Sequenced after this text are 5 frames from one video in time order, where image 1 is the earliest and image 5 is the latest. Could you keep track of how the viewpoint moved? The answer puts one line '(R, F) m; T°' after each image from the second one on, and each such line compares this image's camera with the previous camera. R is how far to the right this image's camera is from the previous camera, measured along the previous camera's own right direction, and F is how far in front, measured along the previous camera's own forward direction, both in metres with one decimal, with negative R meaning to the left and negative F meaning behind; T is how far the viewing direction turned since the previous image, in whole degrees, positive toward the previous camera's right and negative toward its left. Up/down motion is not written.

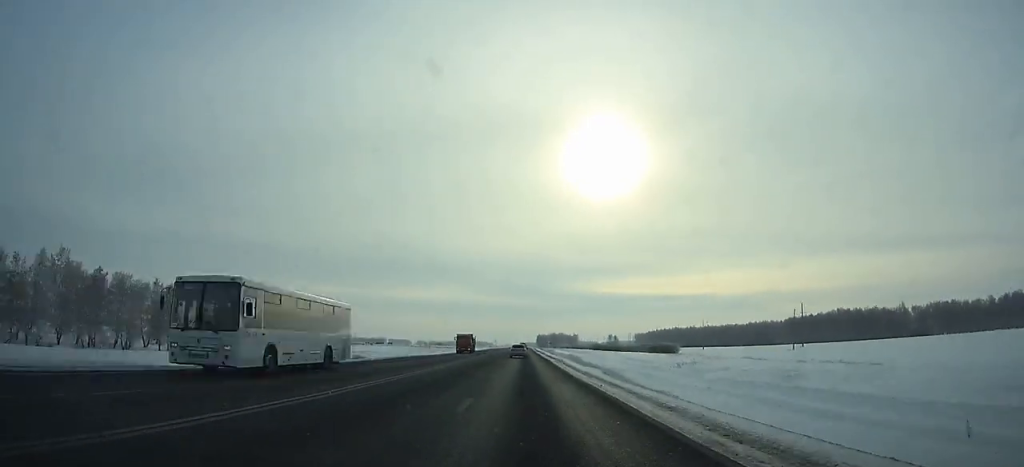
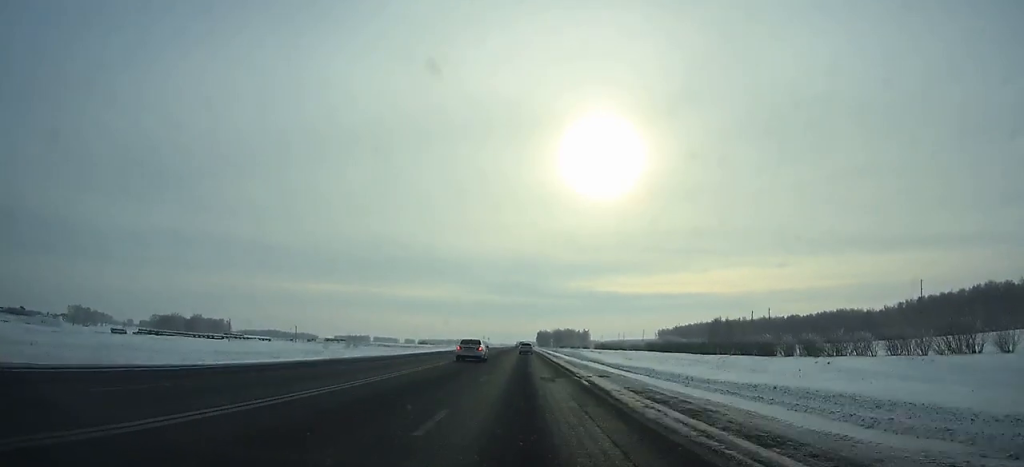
(+0.3, +134.7) m; 0°
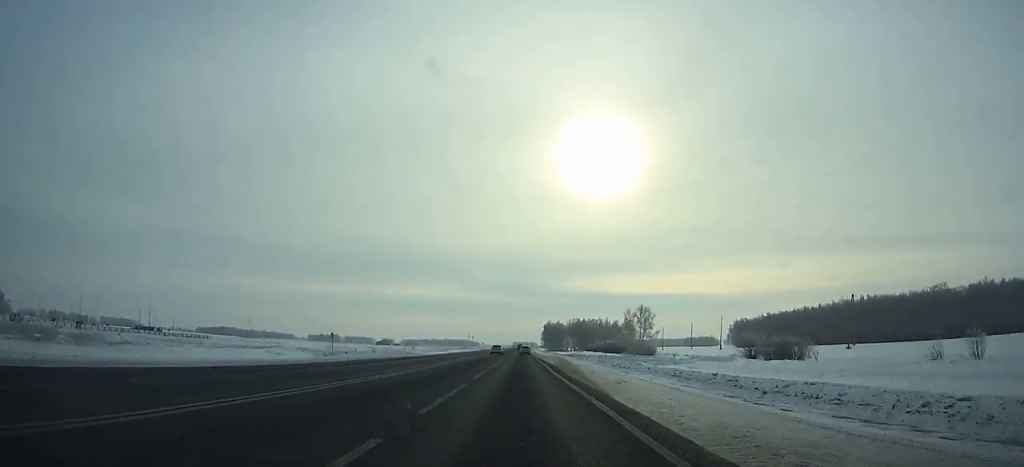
(+1.4, +218.2) m; 0°
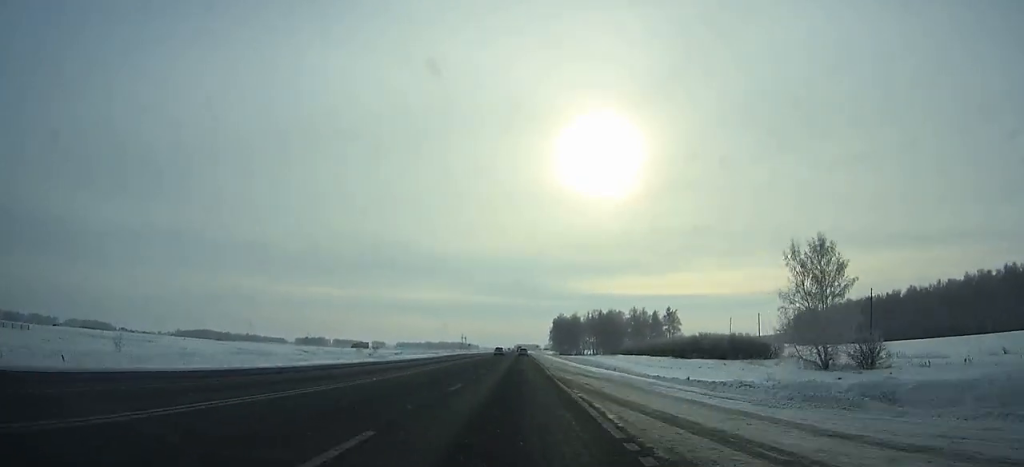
(-0.4, +89.3) m; 0°
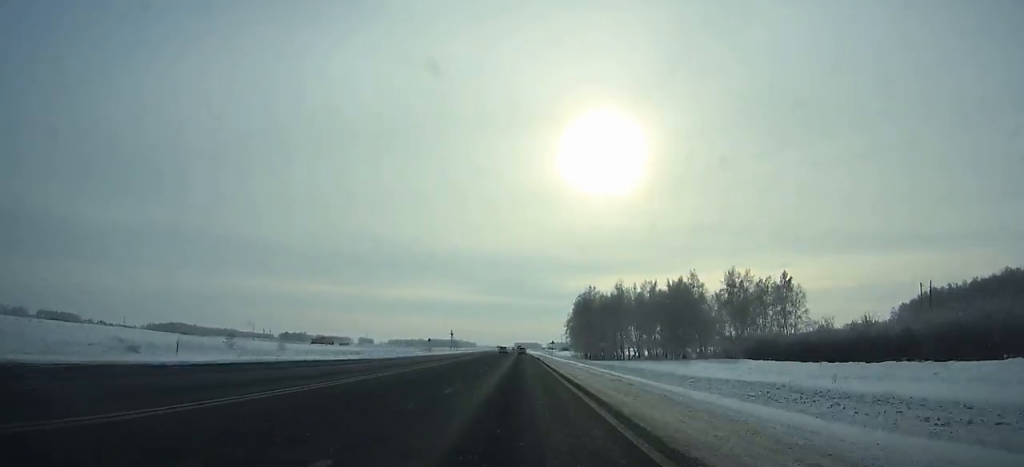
(-0.2, +97.8) m; 0°
